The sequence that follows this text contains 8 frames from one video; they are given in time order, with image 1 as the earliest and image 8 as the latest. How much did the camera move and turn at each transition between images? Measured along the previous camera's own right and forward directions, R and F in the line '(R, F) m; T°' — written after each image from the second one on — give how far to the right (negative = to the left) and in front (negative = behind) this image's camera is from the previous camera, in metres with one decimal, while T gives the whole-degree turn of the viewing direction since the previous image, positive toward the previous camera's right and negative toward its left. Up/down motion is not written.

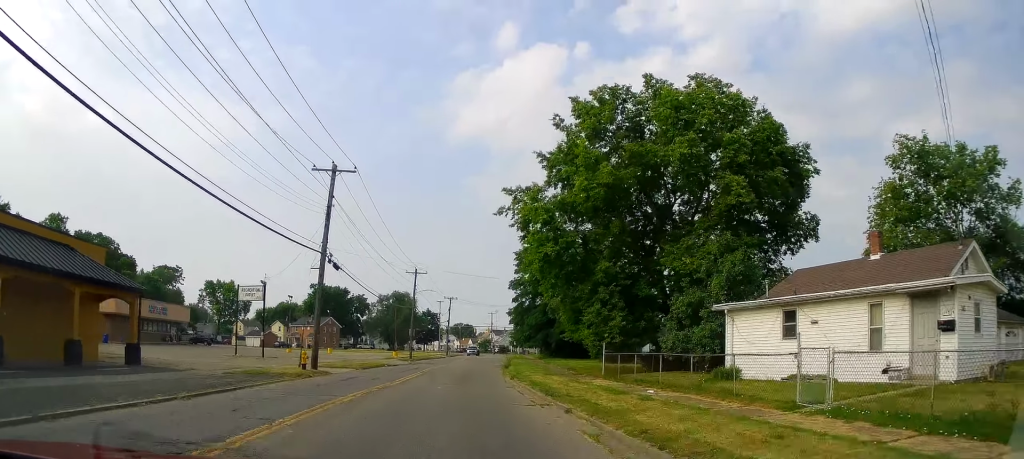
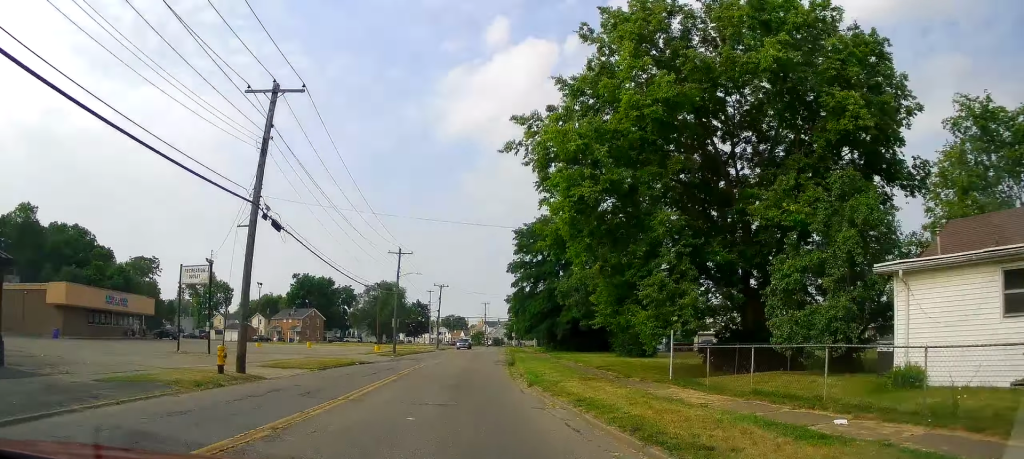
(-0.1, +9.5) m; +1°
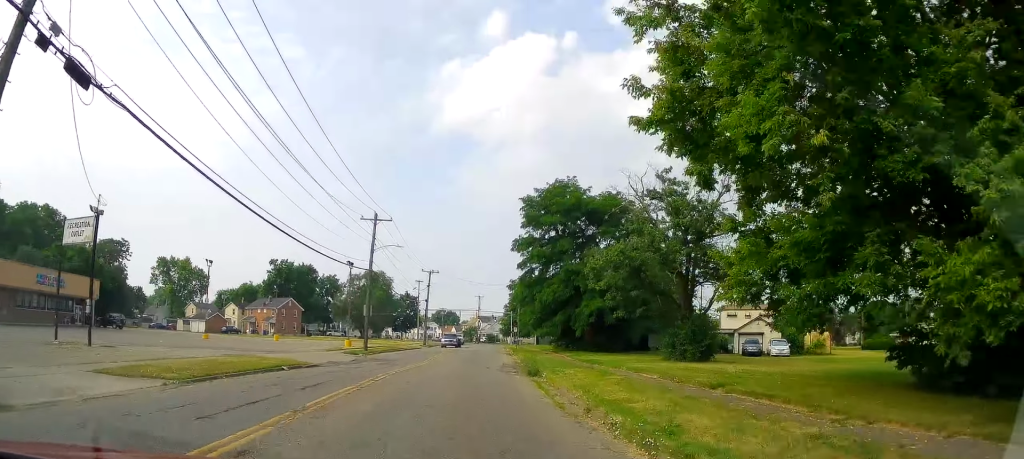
(+0.3, +13.3) m; 0°
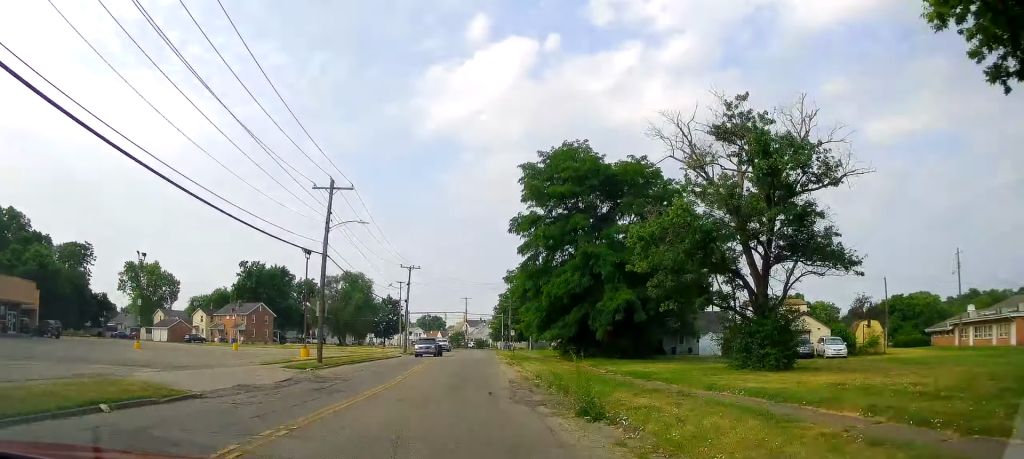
(-0.2, +11.3) m; -1°
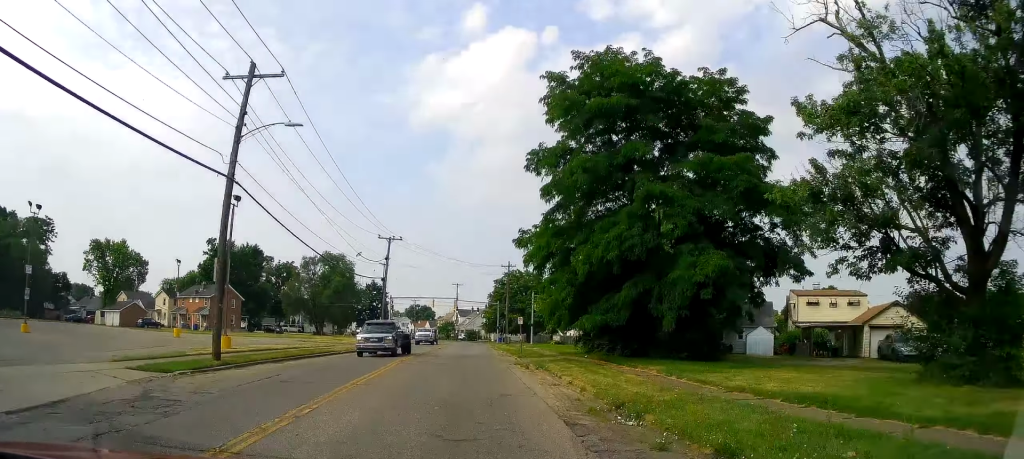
(-0.2, +14.0) m; +1°
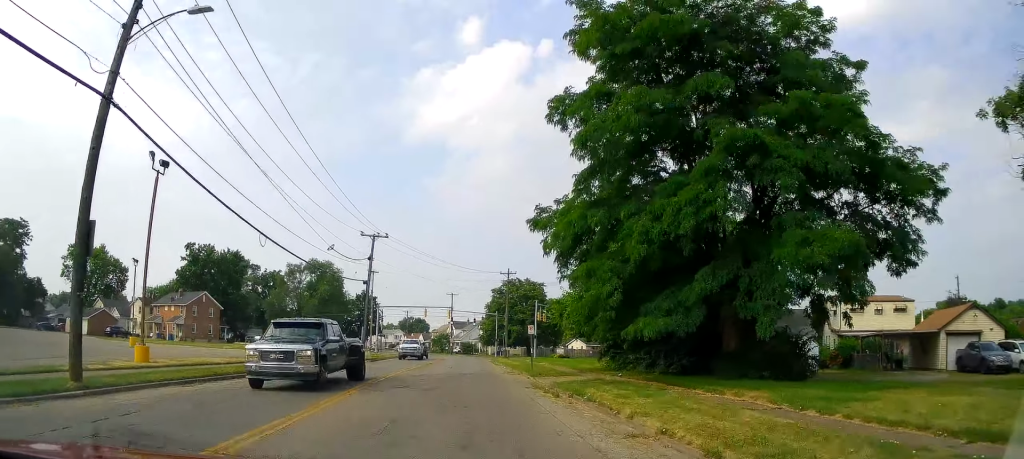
(0.0, +8.3) m; +2°
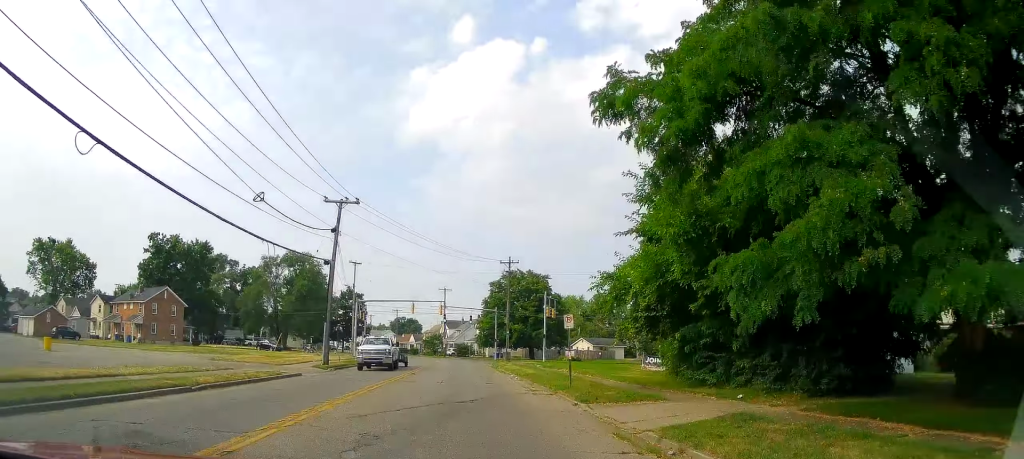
(+0.4, +12.2) m; +3°
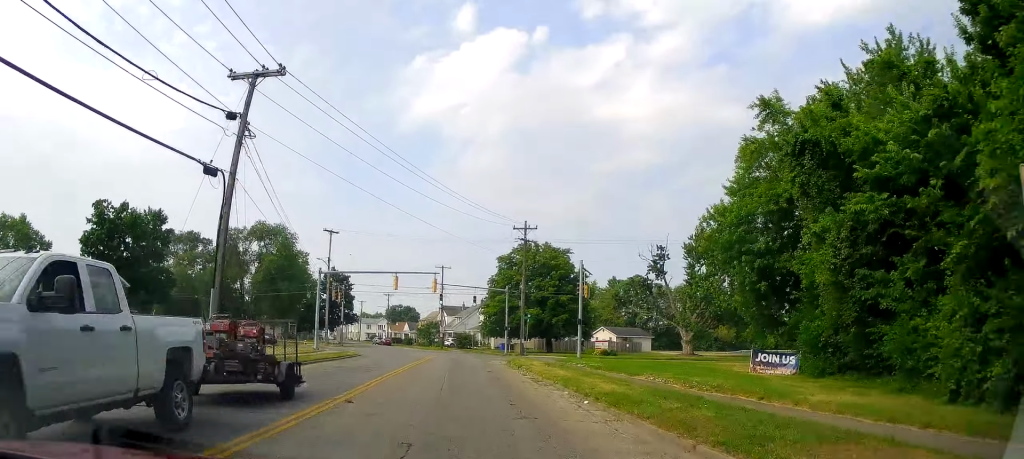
(-0.1, +17.5) m; -2°
